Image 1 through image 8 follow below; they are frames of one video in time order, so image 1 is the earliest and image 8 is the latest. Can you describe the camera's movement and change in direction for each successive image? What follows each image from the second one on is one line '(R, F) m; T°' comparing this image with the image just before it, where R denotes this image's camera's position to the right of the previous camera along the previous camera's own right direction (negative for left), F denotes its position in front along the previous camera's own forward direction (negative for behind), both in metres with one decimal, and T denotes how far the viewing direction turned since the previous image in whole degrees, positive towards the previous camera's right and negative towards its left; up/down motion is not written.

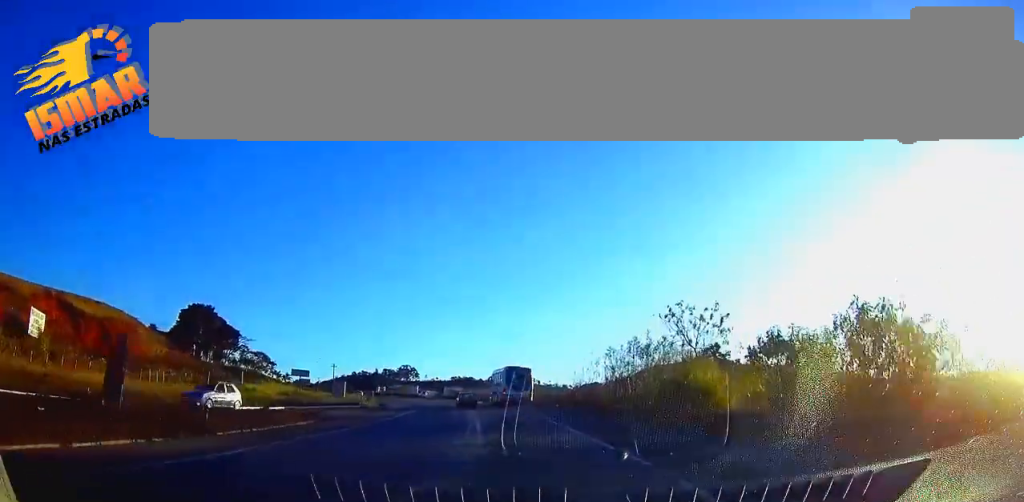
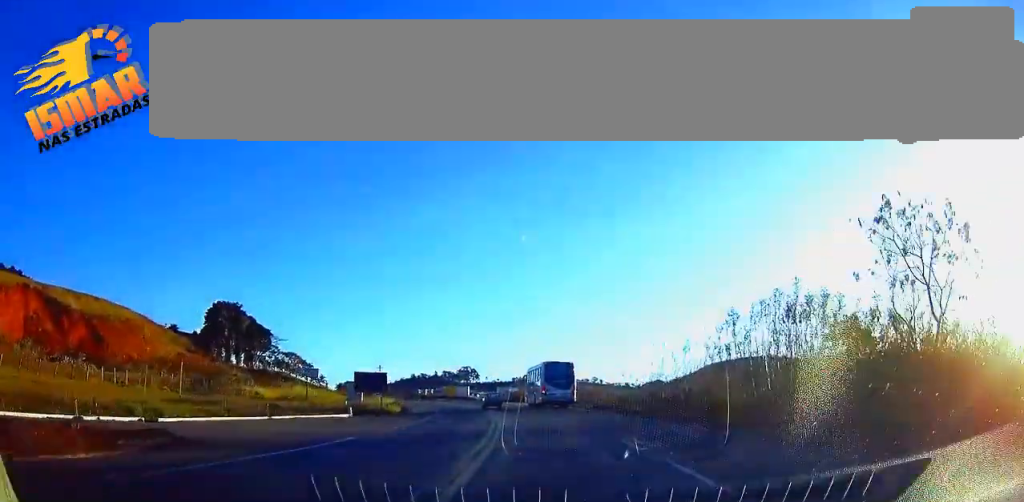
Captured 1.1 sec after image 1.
(-0.7, +19.1) m; -4°
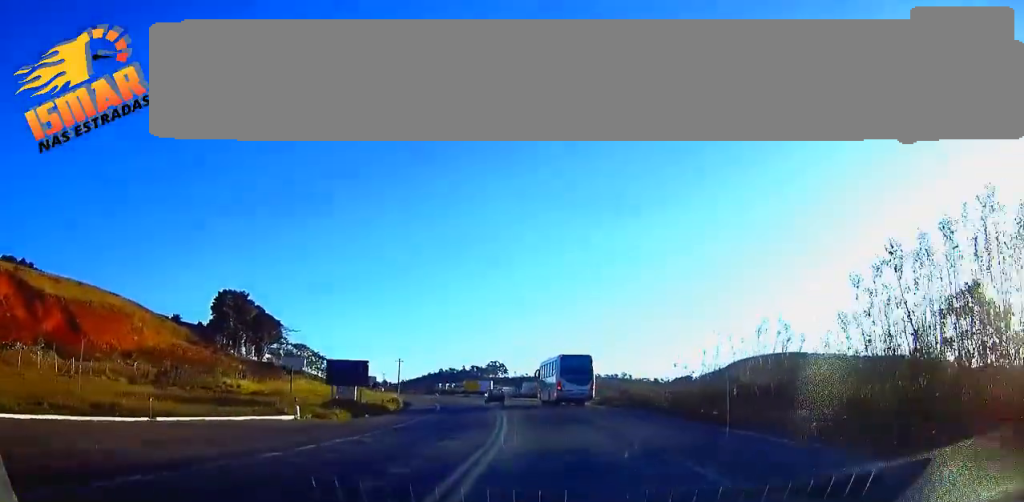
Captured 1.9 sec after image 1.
(-0.4, +12.5) m; -2°
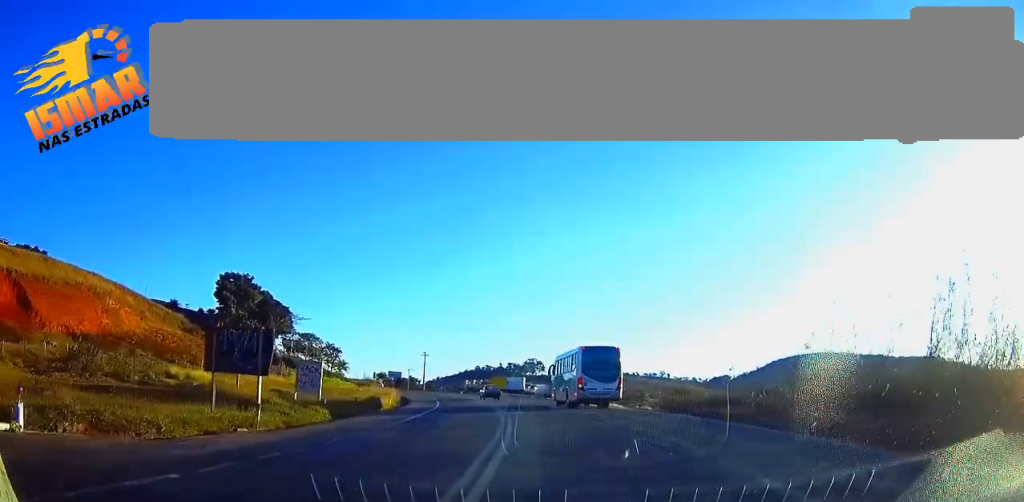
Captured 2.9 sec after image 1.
(-0.1, +18.1) m; -2°
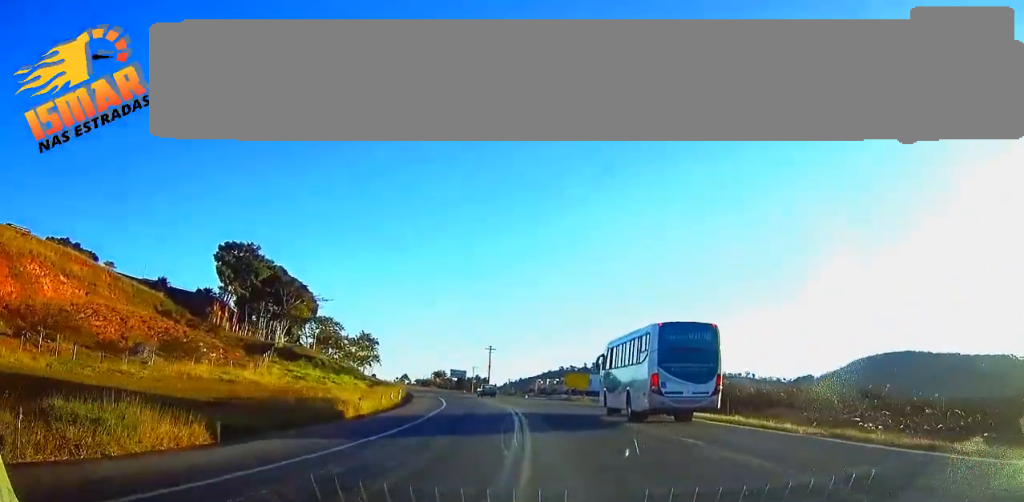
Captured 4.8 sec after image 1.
(-2.6, +35.6) m; -8°
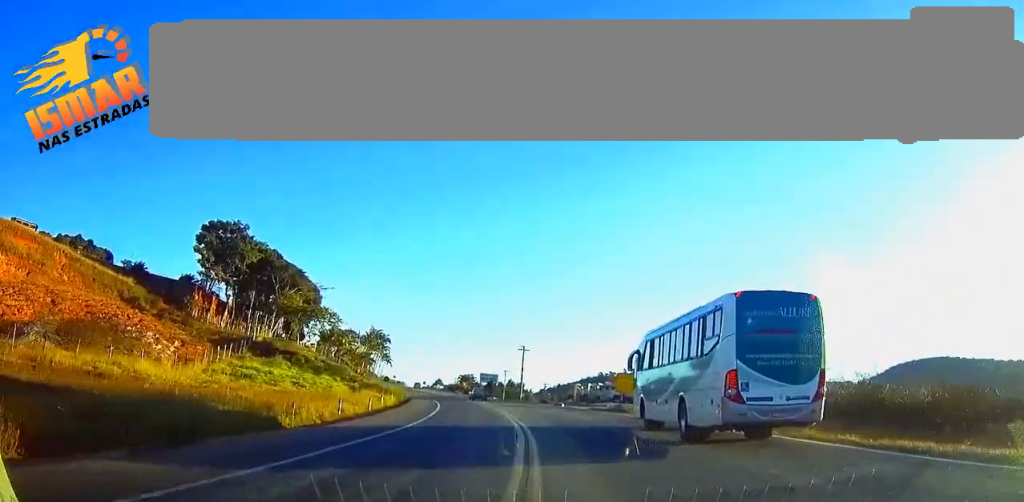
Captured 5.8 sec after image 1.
(-0.6, +19.2) m; -4°
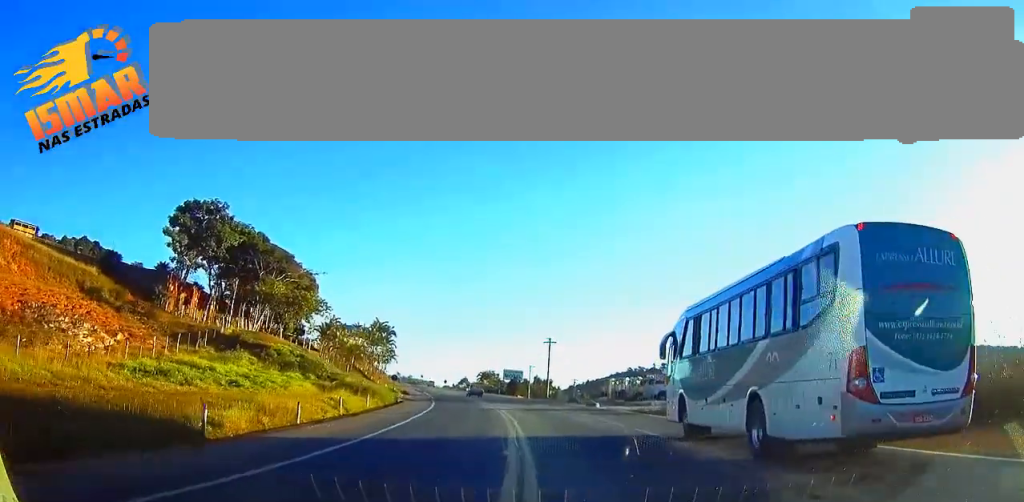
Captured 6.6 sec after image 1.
(-0.5, +14.5) m; -3°
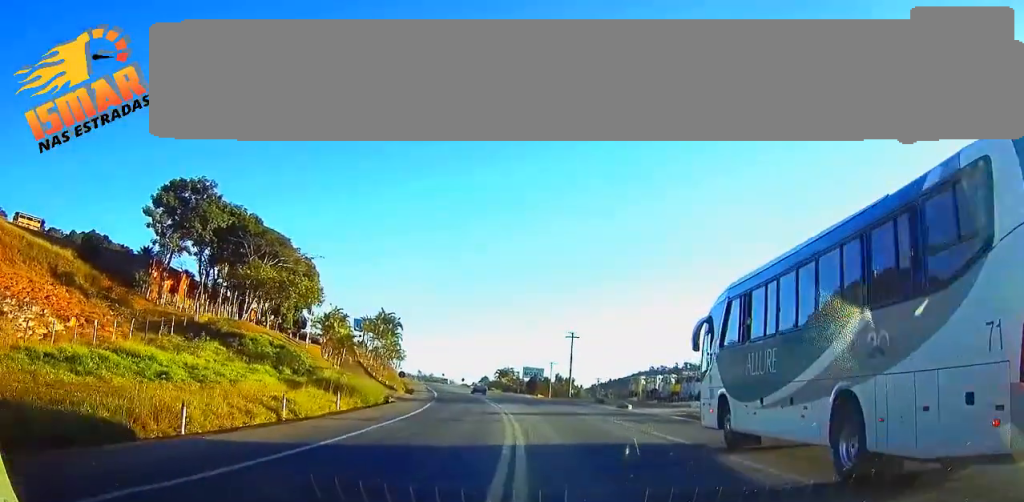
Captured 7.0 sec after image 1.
(-0.1, +9.3) m; -2°
